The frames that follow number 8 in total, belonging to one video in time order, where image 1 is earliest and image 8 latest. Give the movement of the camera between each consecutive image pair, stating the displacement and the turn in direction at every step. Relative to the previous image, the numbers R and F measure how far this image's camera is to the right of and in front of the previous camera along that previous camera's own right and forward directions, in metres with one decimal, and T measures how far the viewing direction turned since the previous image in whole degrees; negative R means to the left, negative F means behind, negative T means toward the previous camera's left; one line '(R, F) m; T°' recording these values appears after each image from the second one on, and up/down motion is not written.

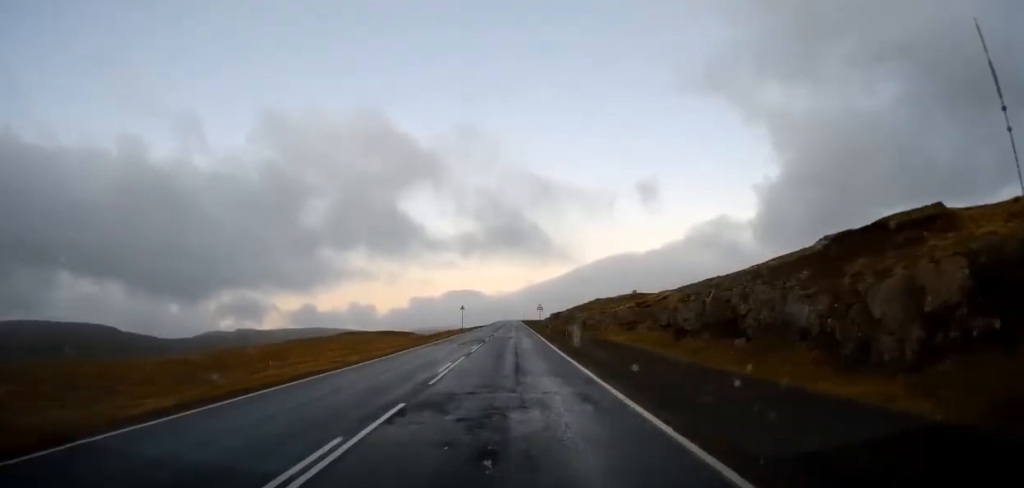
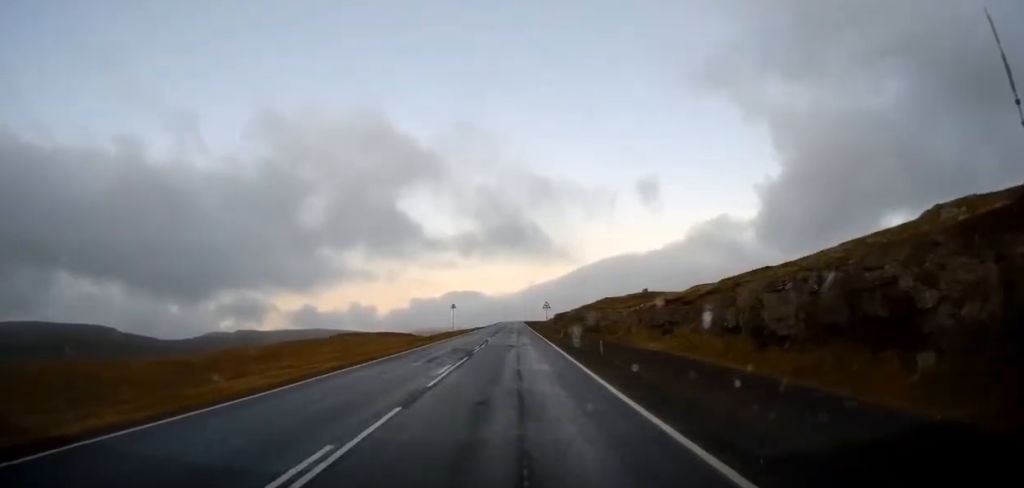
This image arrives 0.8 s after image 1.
(-0.3, +12.4) m; -1°
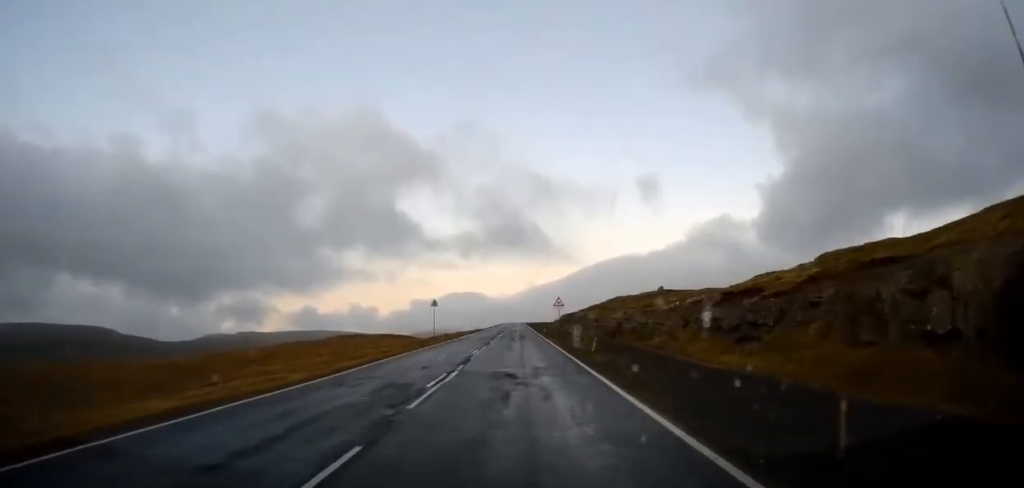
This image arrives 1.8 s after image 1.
(+0.2, +15.1) m; 0°
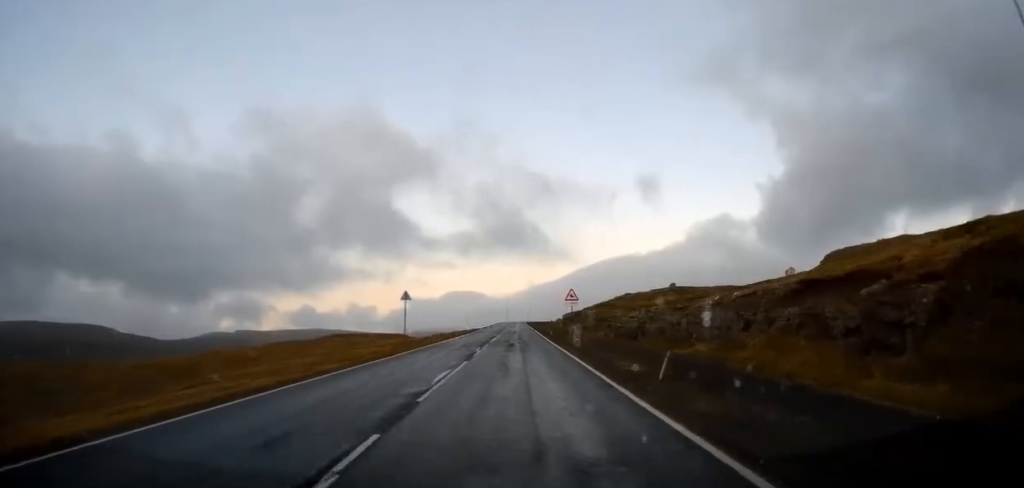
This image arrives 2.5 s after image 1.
(-0.2, +11.4) m; 0°
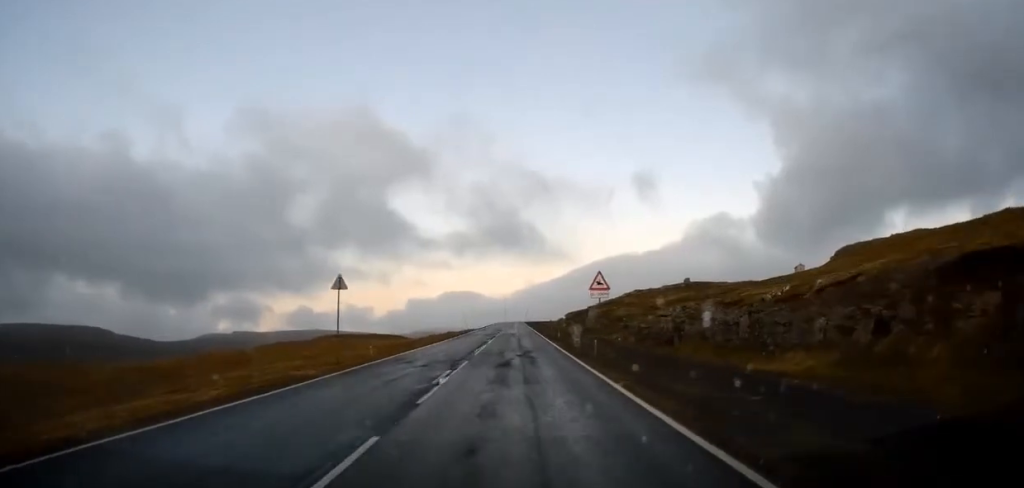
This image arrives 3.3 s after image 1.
(0.0, +12.5) m; 0°
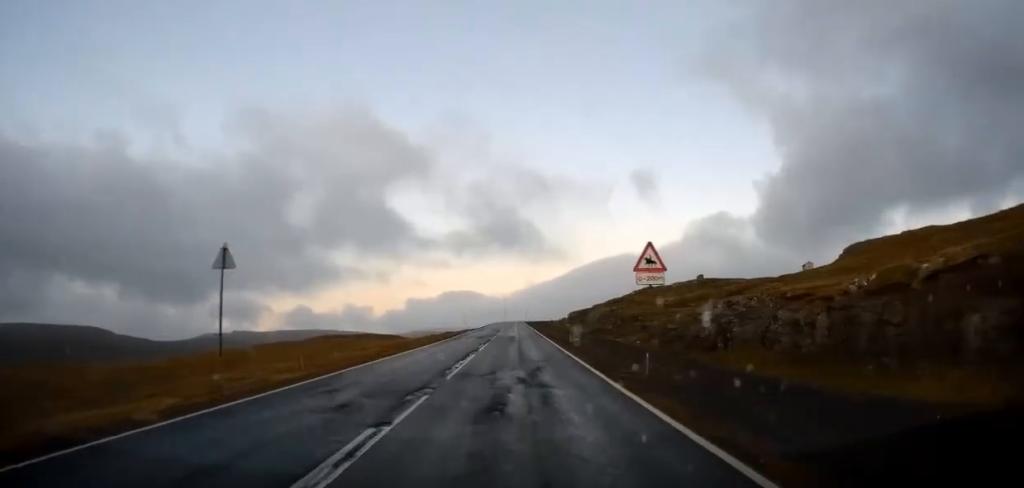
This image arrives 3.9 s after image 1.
(+0.2, +8.8) m; 0°
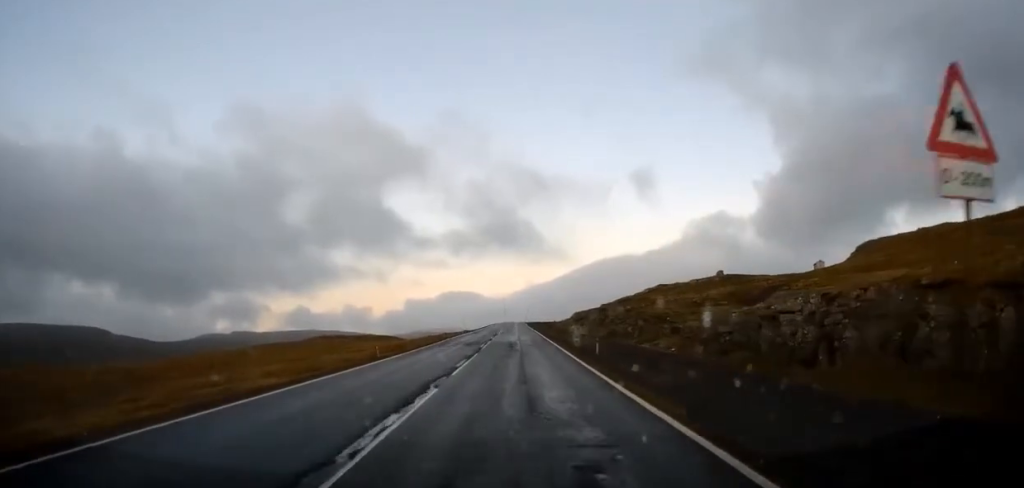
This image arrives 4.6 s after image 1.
(-0.3, +10.9) m; 0°
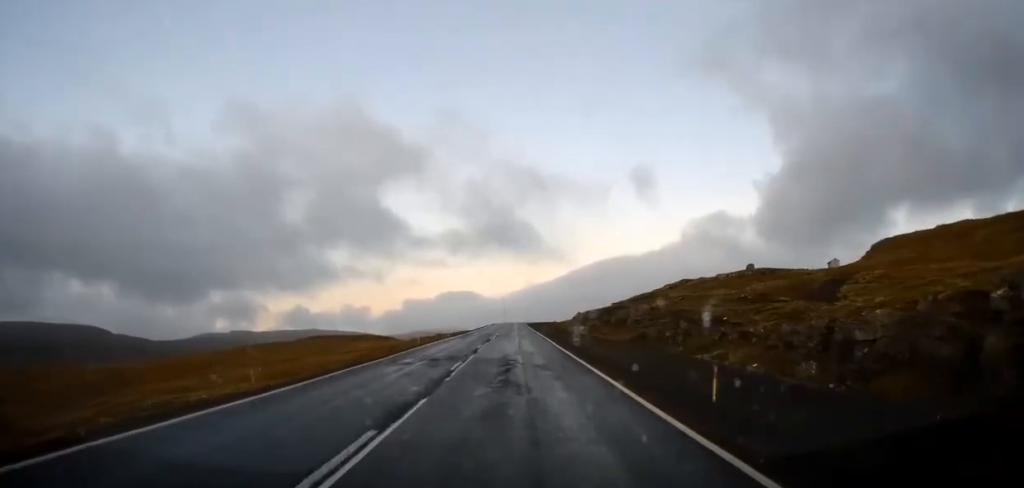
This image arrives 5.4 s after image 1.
(+0.2, +13.5) m; +1°
